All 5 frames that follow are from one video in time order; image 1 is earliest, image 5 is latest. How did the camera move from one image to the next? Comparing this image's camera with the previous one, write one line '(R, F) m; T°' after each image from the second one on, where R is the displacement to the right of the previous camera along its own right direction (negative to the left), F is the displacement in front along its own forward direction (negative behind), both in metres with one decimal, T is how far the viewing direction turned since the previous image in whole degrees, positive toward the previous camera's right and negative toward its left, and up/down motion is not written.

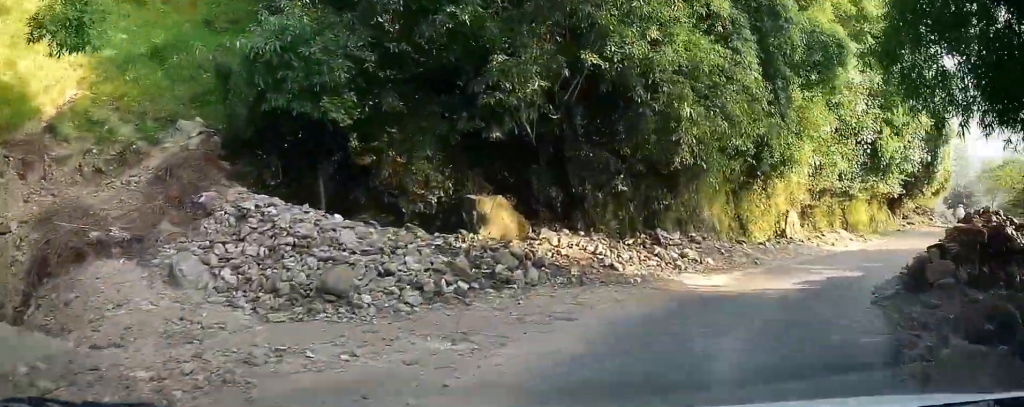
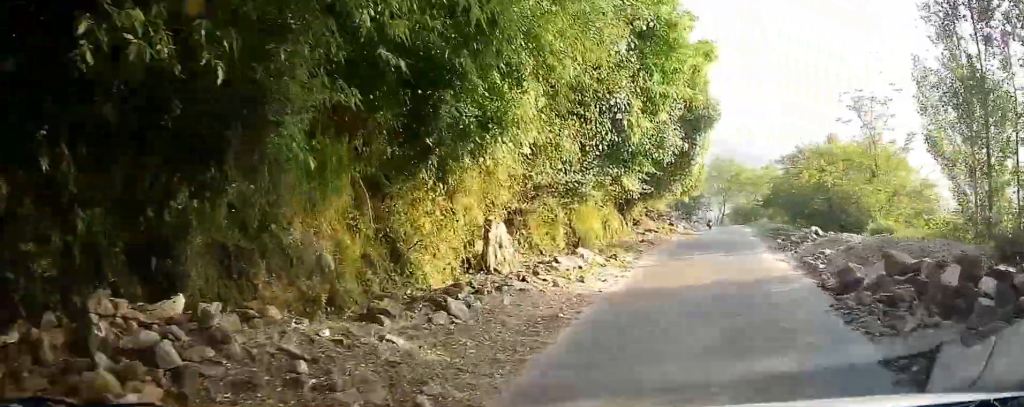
(+1.7, +8.1) m; +27°
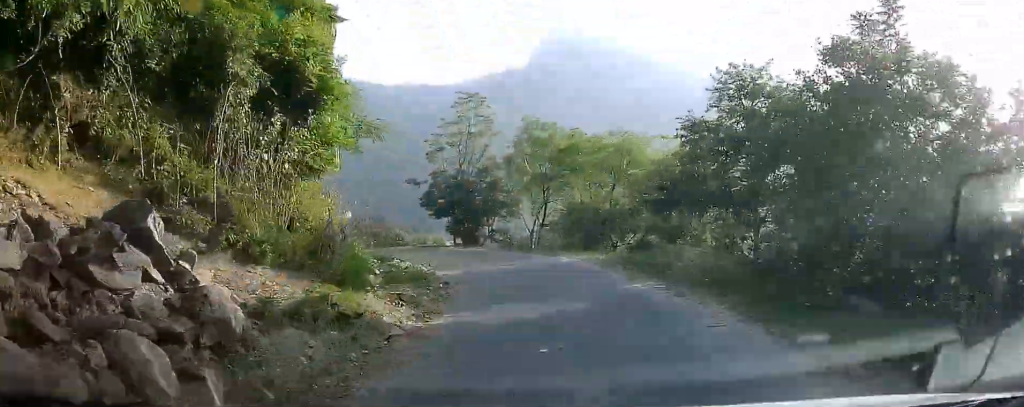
(+7.6, +30.9) m; +16°
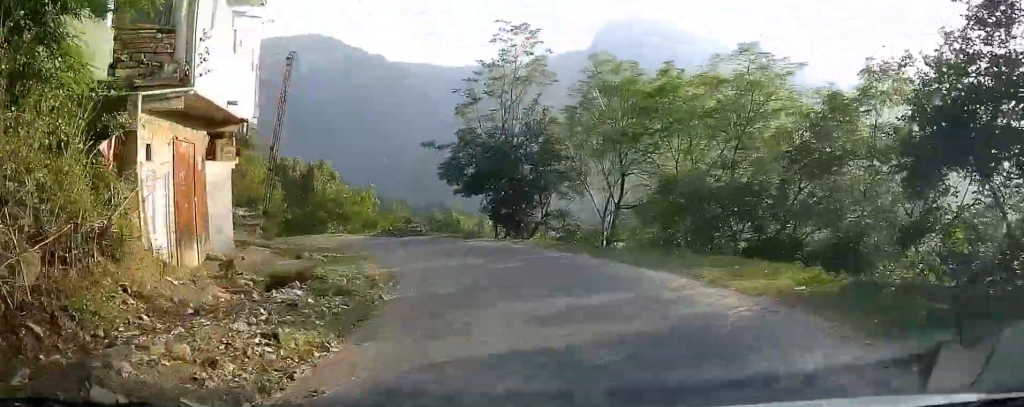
(+0.4, +12.2) m; -2°
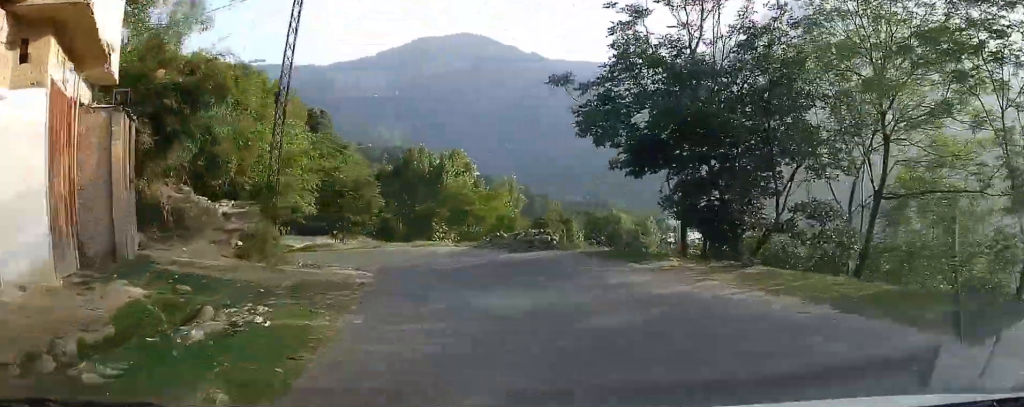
(-0.6, +12.9) m; -9°
